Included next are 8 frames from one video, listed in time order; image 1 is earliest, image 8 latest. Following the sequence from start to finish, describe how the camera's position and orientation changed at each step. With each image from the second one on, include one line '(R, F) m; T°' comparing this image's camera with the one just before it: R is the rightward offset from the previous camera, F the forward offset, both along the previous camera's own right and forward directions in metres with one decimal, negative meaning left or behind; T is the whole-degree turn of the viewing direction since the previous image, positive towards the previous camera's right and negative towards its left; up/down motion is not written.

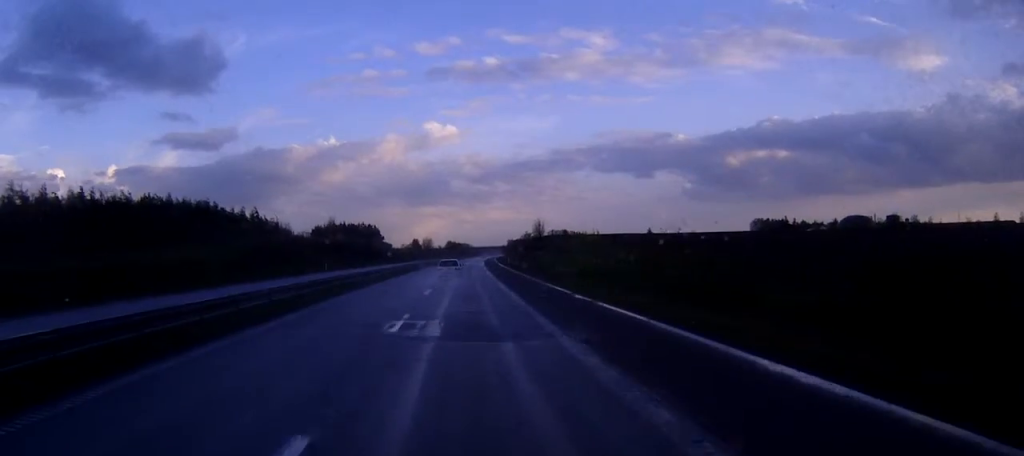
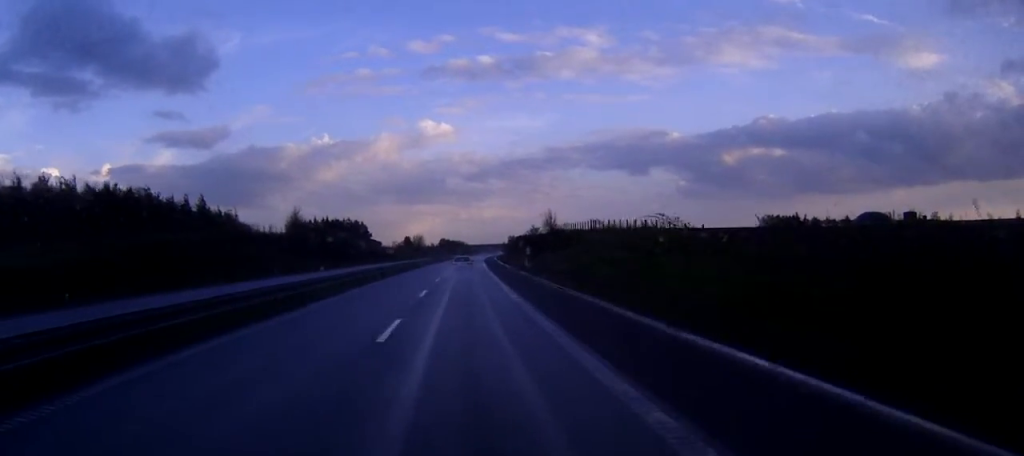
(+0.2, +32.1) m; +1°
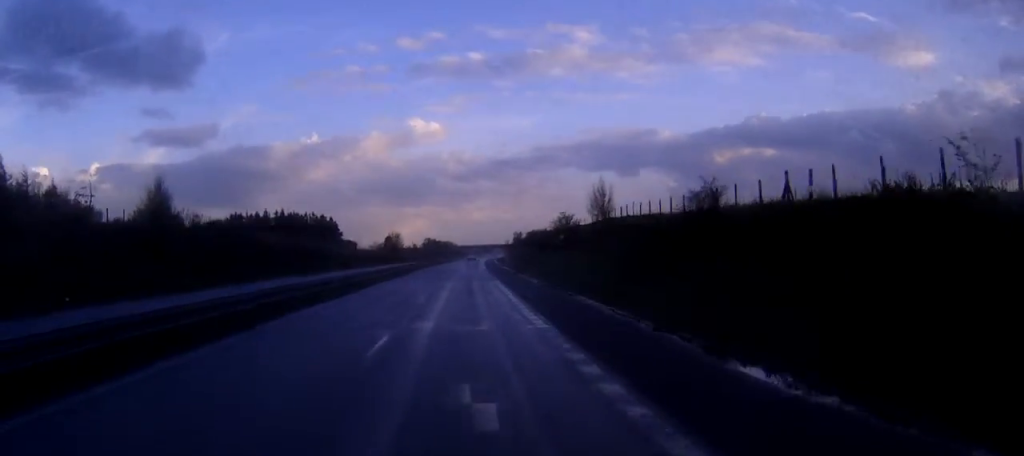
(+0.5, +63.3) m; +1°
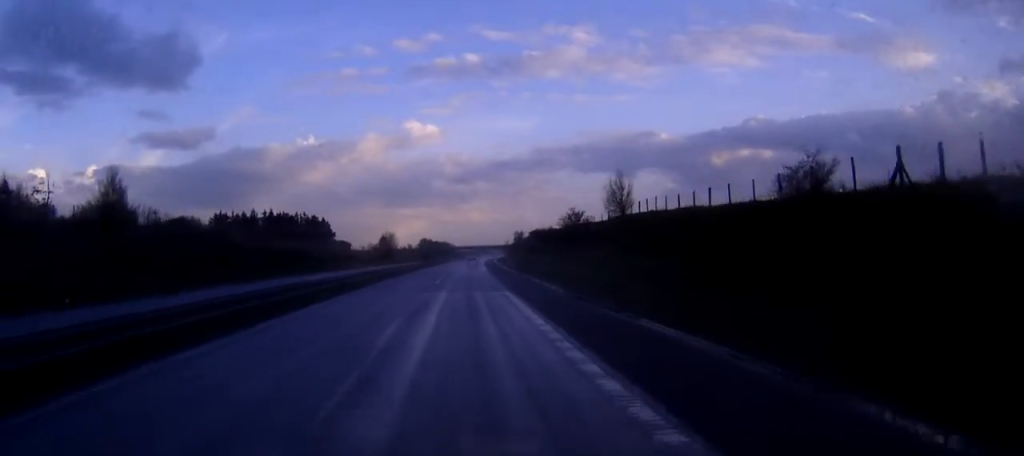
(0.0, +11.2) m; 0°
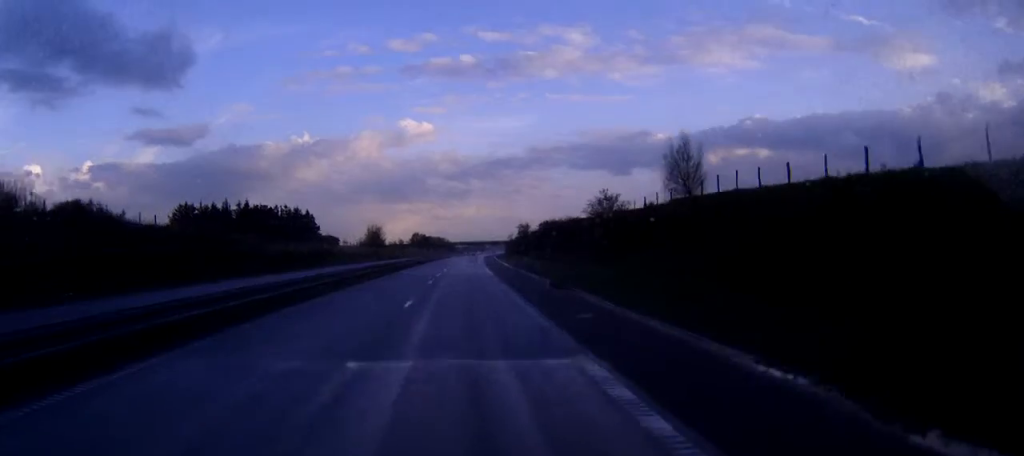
(+0.1, +23.3) m; 0°
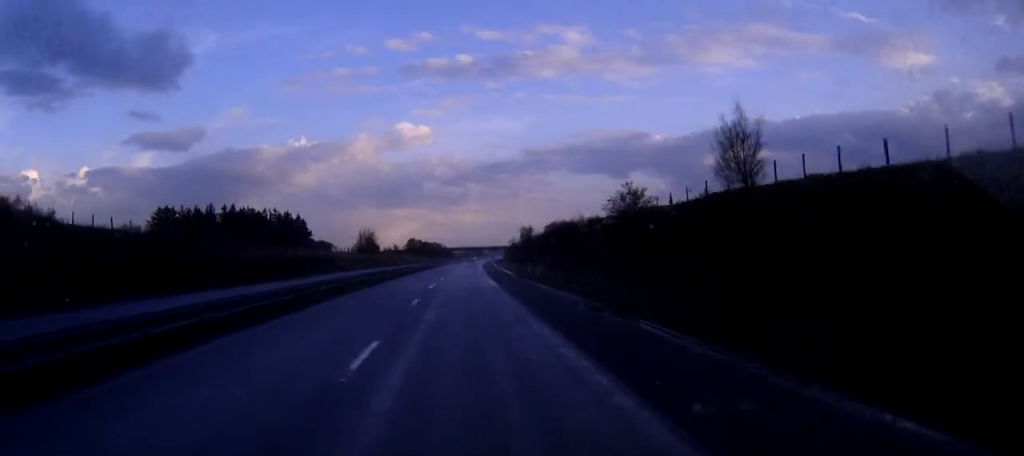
(0.0, +11.2) m; 0°
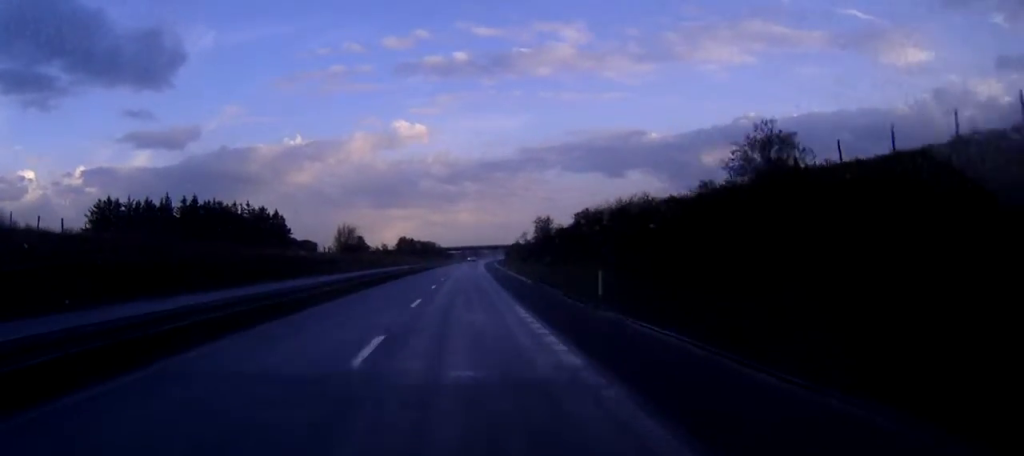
(0.0, +28.5) m; 0°
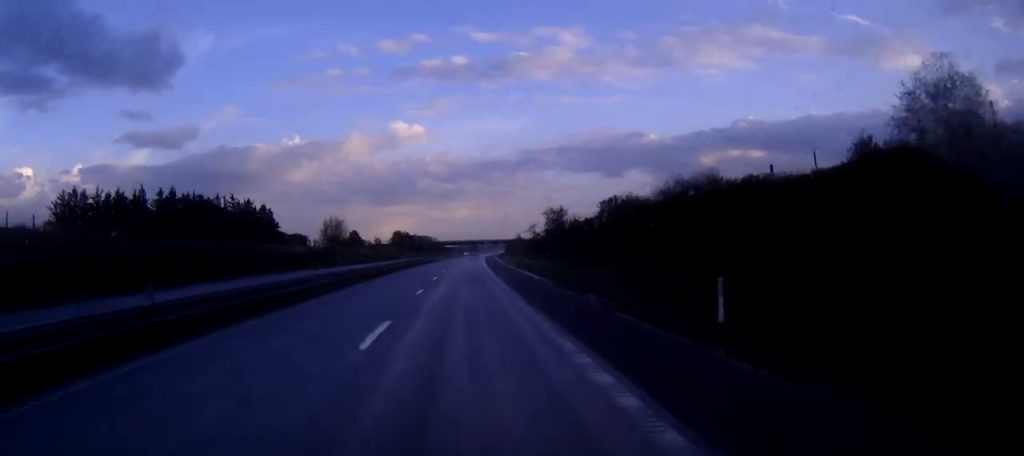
(0.0, +13.8) m; 0°
